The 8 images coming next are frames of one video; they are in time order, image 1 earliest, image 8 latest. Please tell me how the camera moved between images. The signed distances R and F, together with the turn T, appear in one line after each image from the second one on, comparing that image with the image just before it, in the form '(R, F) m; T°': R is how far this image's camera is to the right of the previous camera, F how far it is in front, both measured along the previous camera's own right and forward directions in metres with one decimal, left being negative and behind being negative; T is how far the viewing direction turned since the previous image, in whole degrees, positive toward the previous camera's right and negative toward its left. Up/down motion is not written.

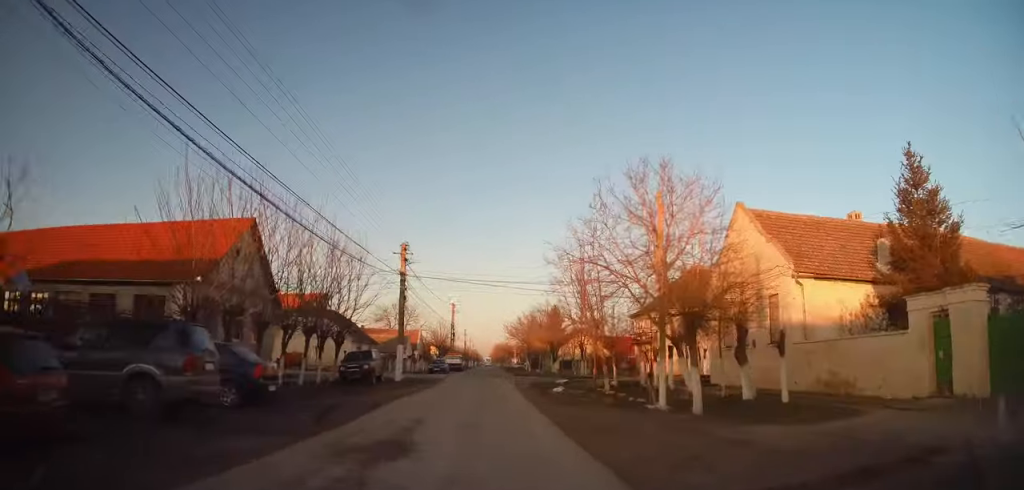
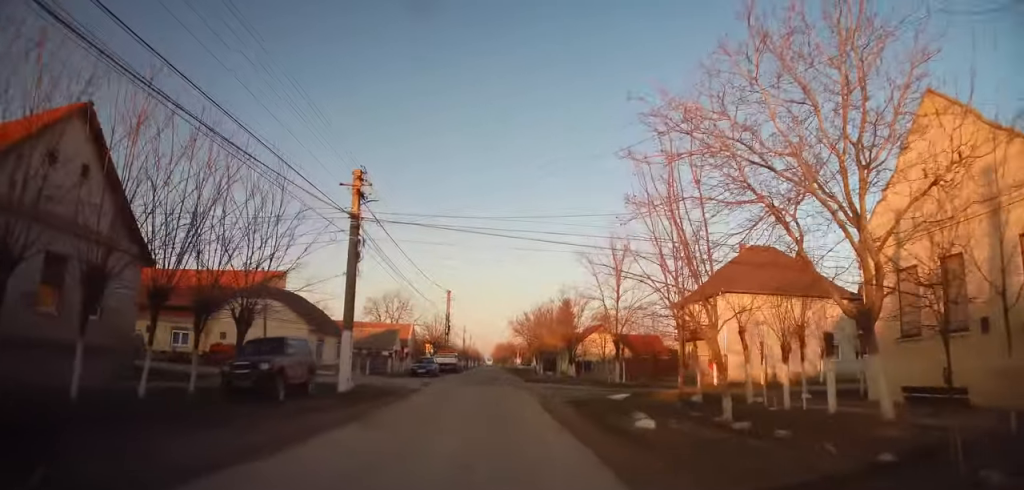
(-0.1, +12.8) m; -2°
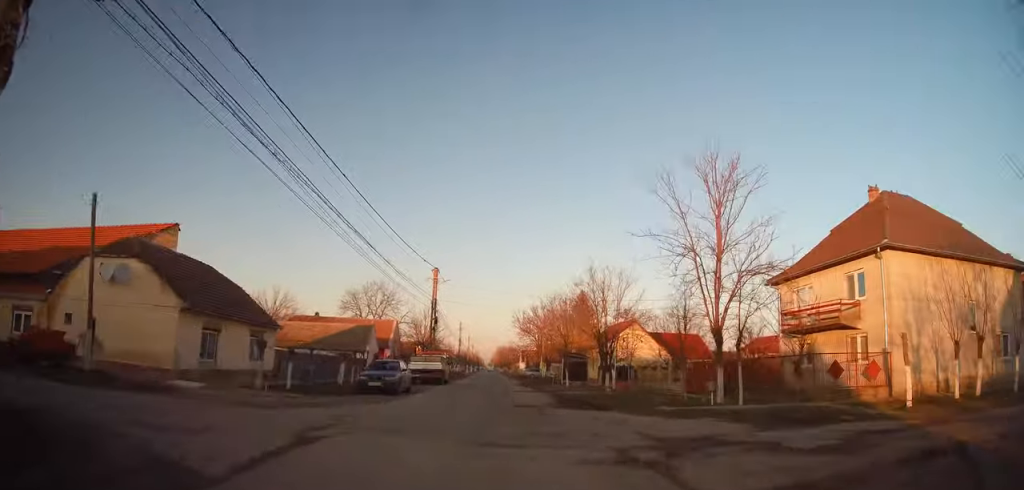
(-0.1, +16.5) m; +1°
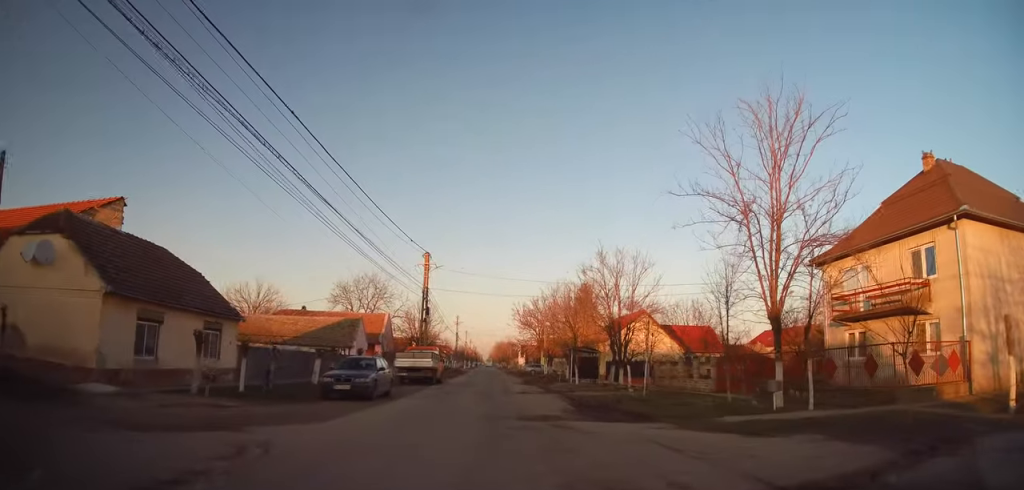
(0.0, +5.5) m; +3°
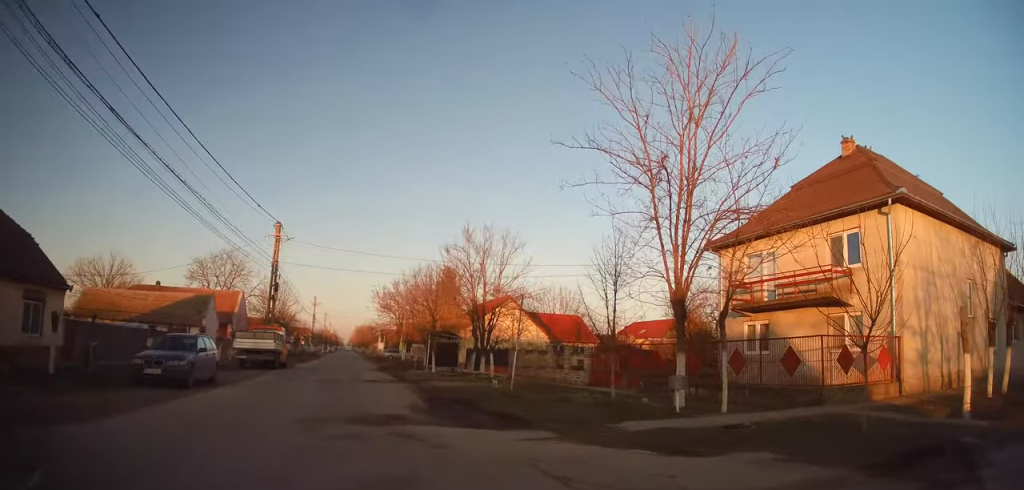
(+0.4, +4.9) m; +16°
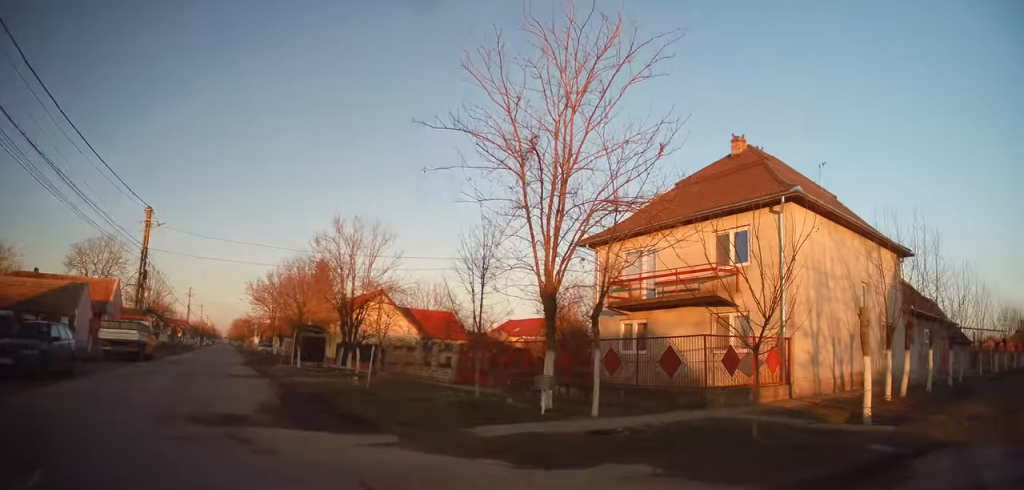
(+0.3, +1.2) m; +16°
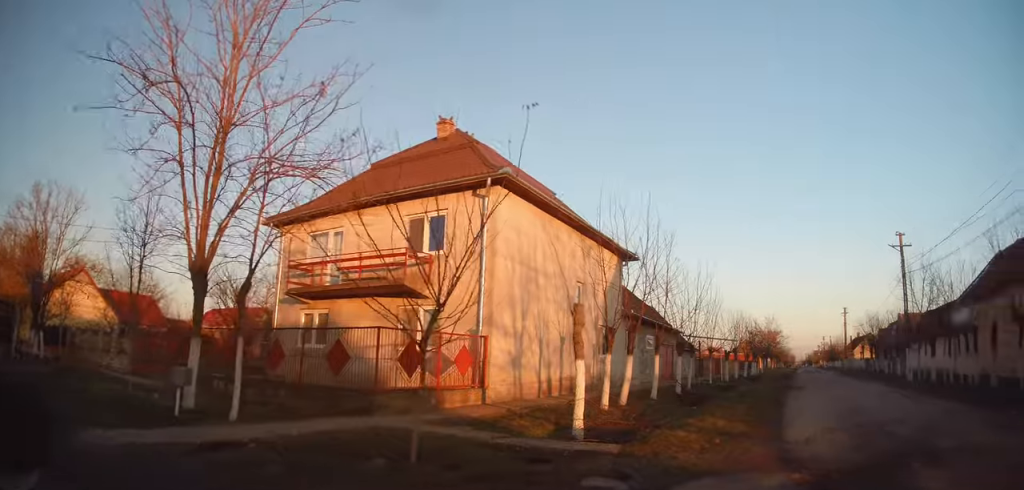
(+0.7, +2.2) m; +35°
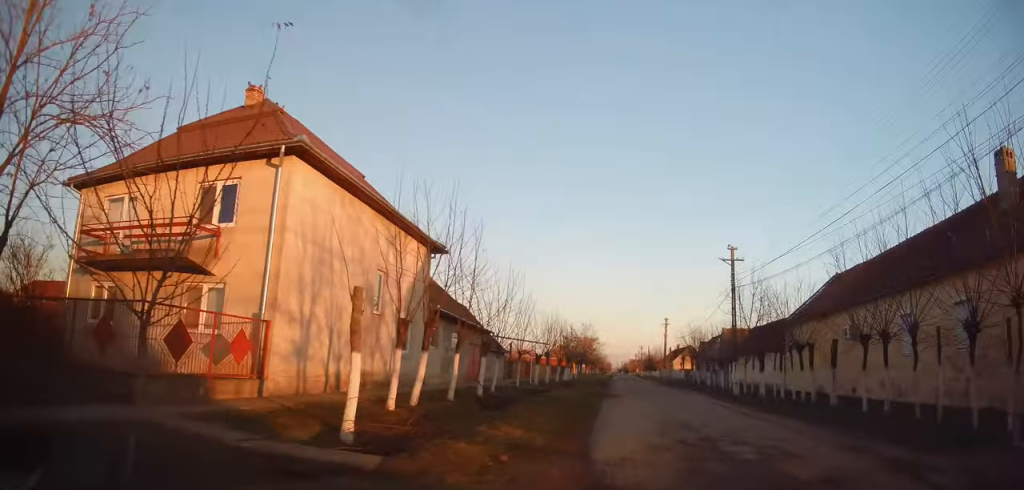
(+0.3, +1.3) m; +17°
